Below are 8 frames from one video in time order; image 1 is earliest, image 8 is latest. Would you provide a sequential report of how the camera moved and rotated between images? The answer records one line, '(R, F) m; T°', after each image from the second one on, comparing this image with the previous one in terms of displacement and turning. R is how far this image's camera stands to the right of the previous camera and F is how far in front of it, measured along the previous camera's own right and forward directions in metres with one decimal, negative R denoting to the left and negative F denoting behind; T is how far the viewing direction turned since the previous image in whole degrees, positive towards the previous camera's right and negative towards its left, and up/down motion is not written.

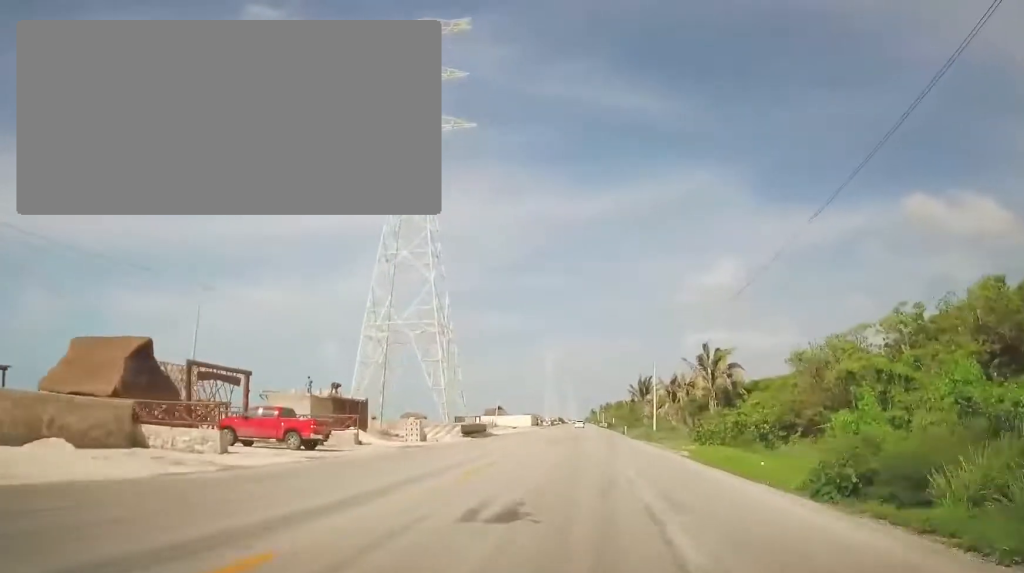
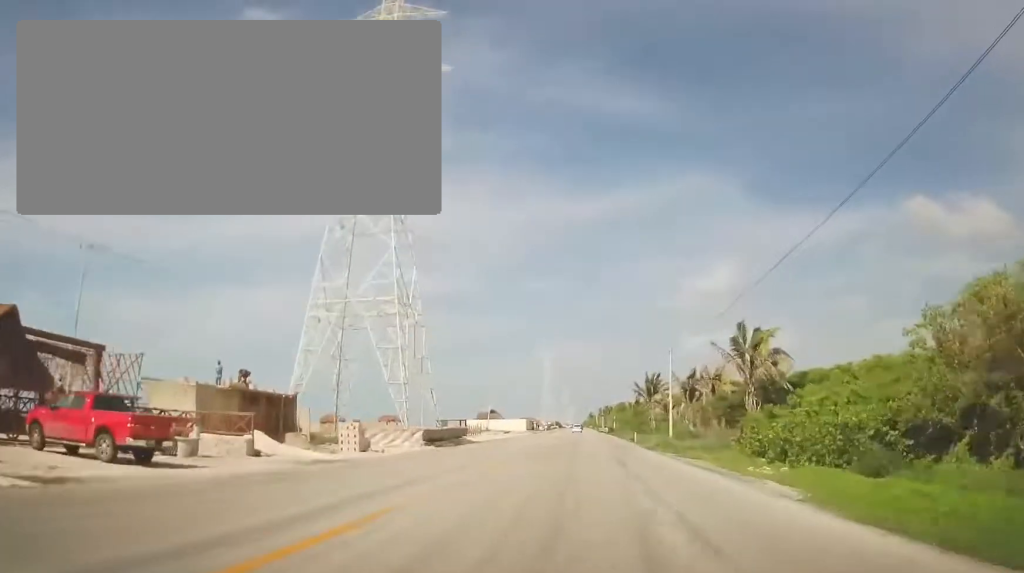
(0.0, +12.2) m; +1°
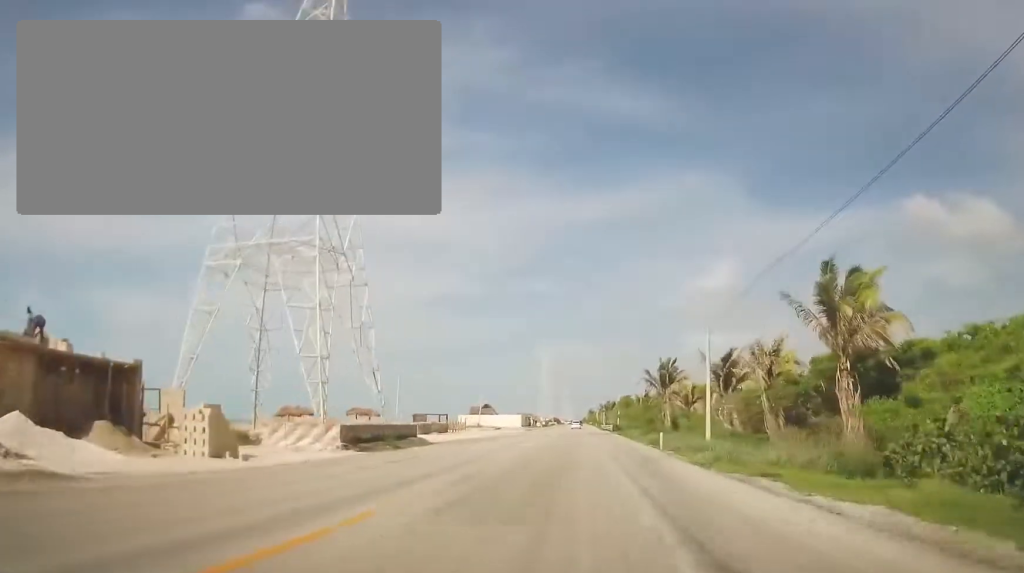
(+0.2, +14.3) m; +1°
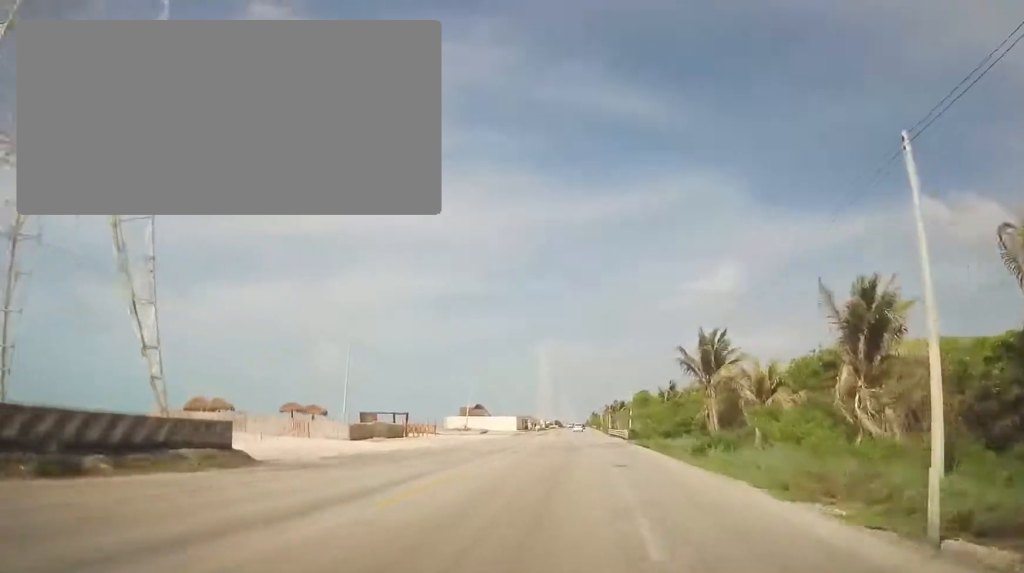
(+0.2, +21.9) m; 0°
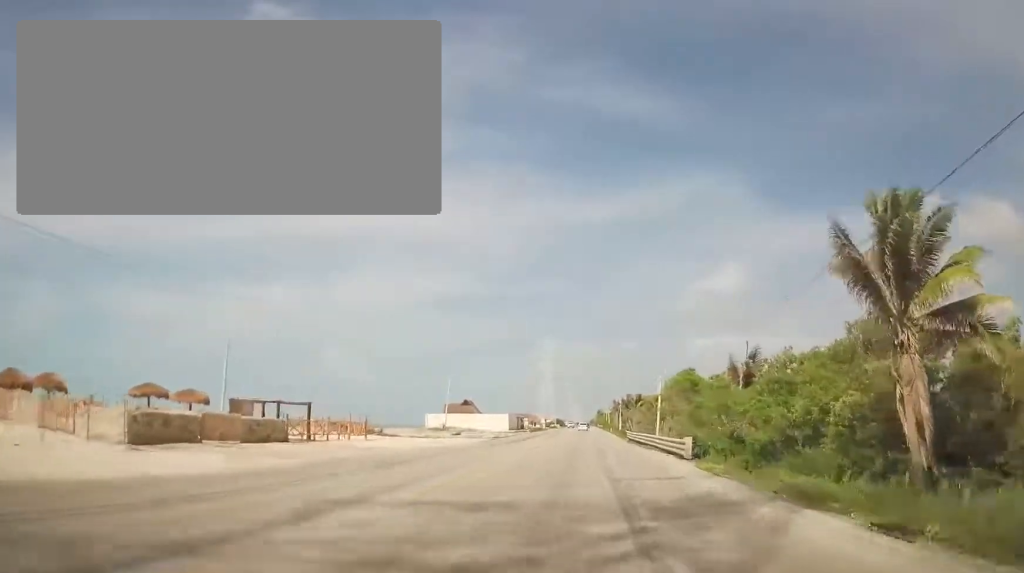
(-0.3, +26.7) m; -2°
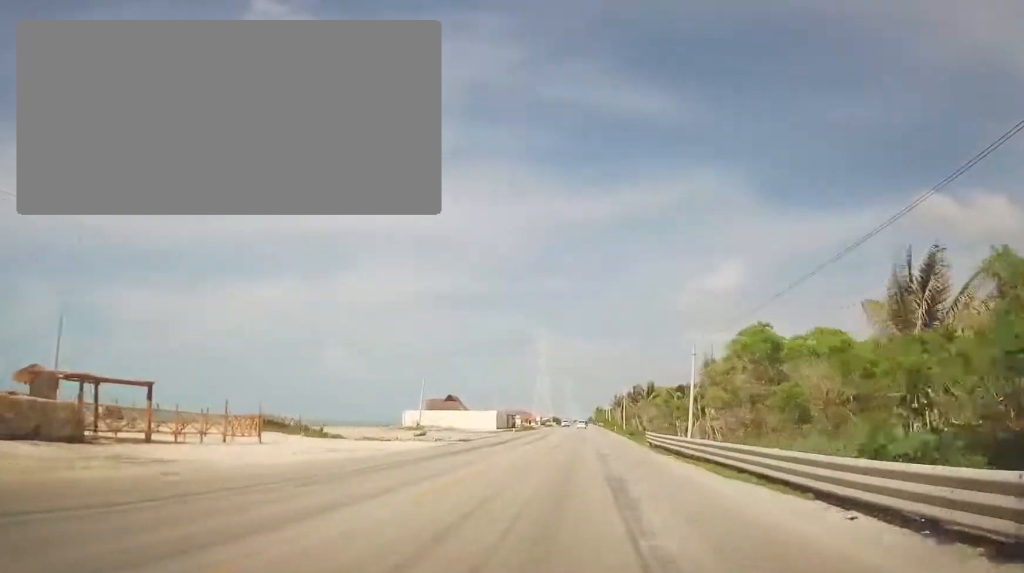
(-0.2, +17.8) m; -1°
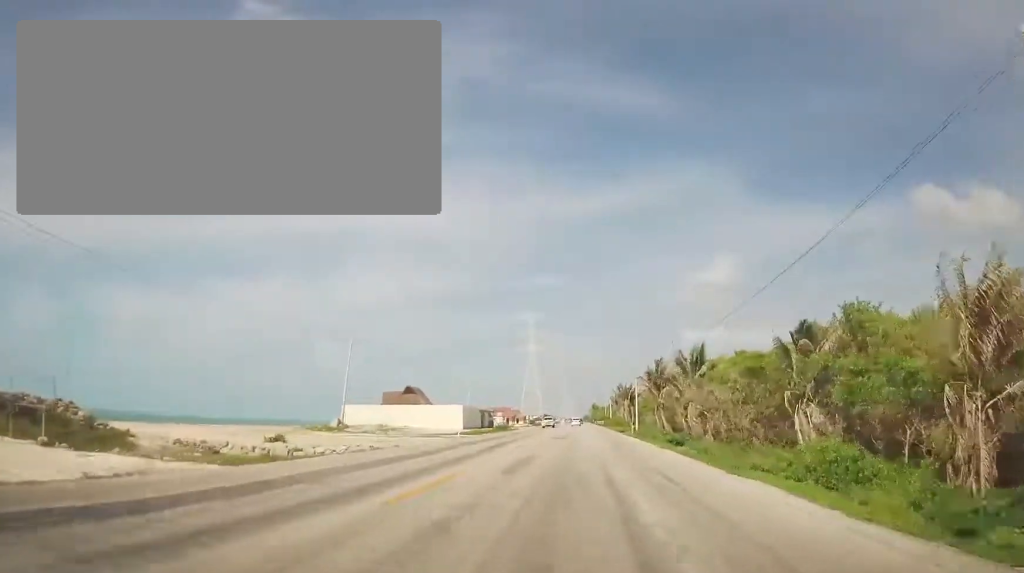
(-0.1, +31.8) m; +1°
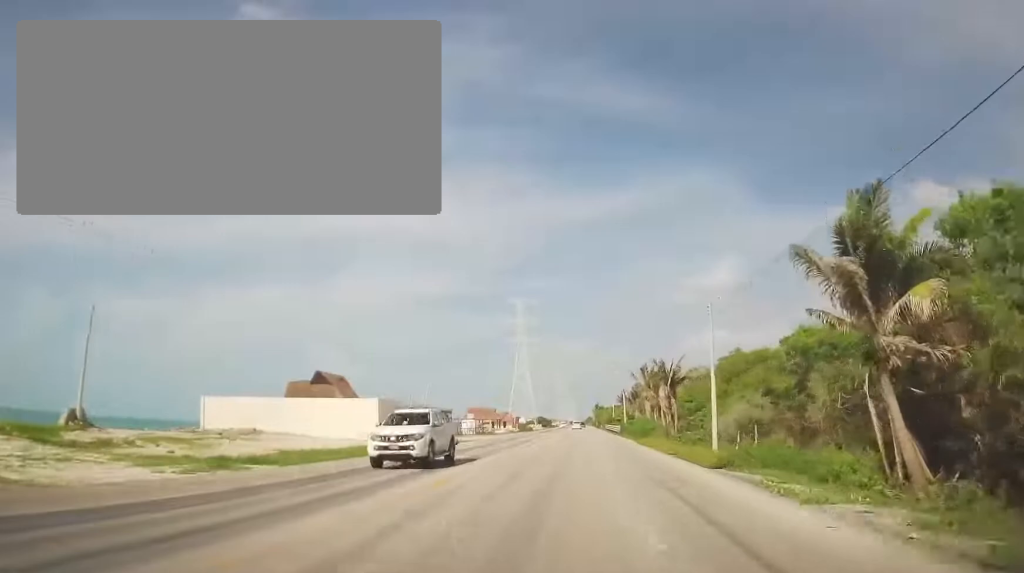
(+0.9, +42.2) m; +1°
